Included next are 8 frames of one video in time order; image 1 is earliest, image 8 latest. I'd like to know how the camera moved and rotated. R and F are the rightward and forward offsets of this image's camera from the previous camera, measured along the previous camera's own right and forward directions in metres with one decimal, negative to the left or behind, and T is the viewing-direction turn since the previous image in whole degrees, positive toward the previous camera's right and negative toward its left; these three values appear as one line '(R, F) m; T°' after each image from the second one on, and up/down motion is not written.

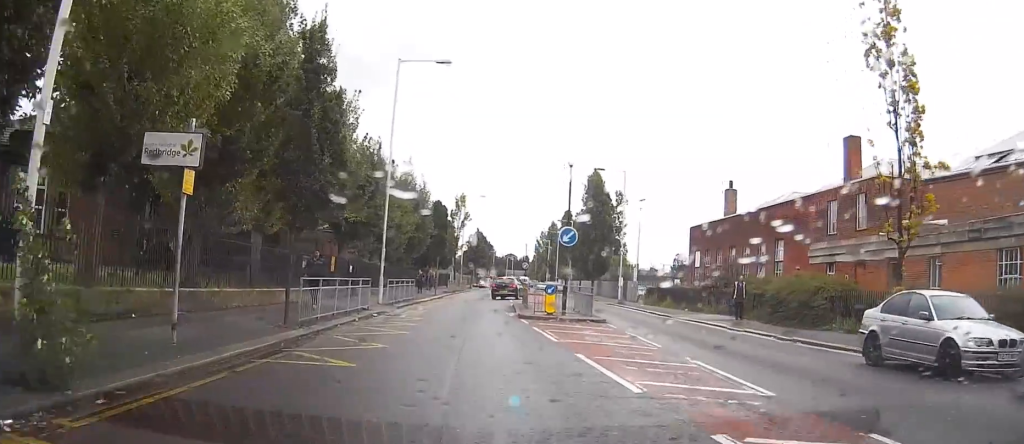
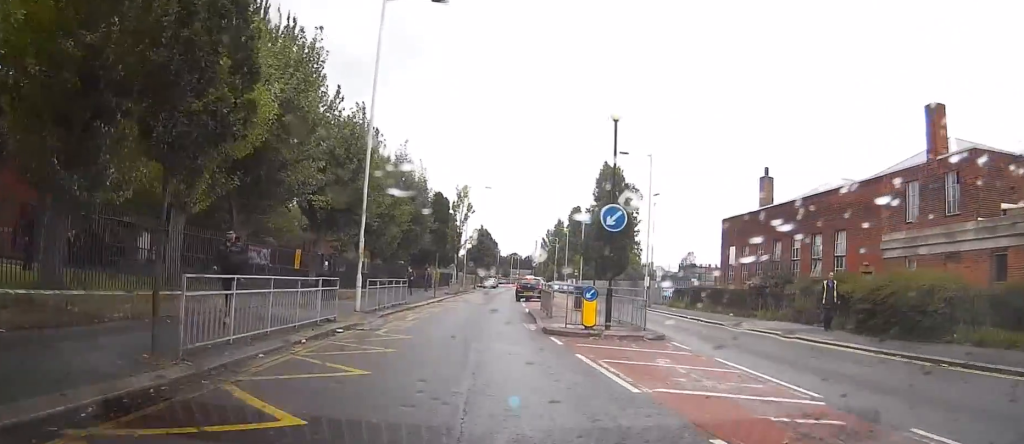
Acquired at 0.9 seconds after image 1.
(-0.1, +7.9) m; -1°
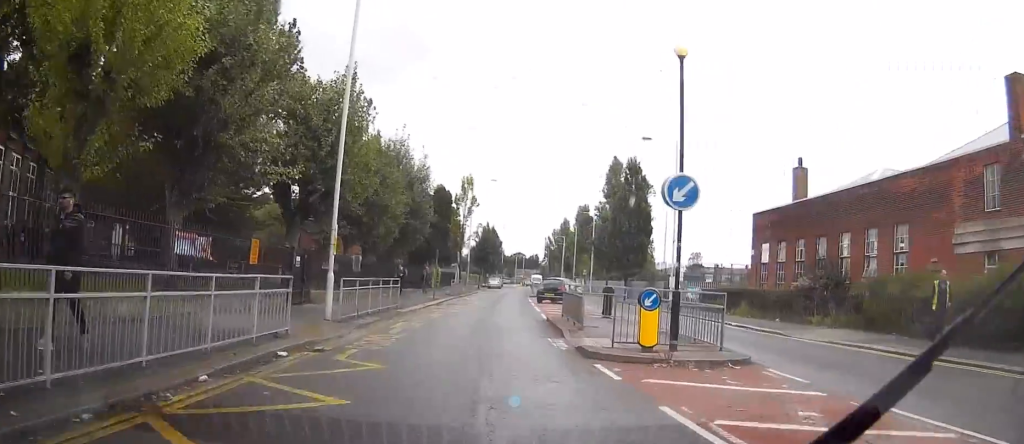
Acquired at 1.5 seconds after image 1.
(-0.1, +5.9) m; -1°
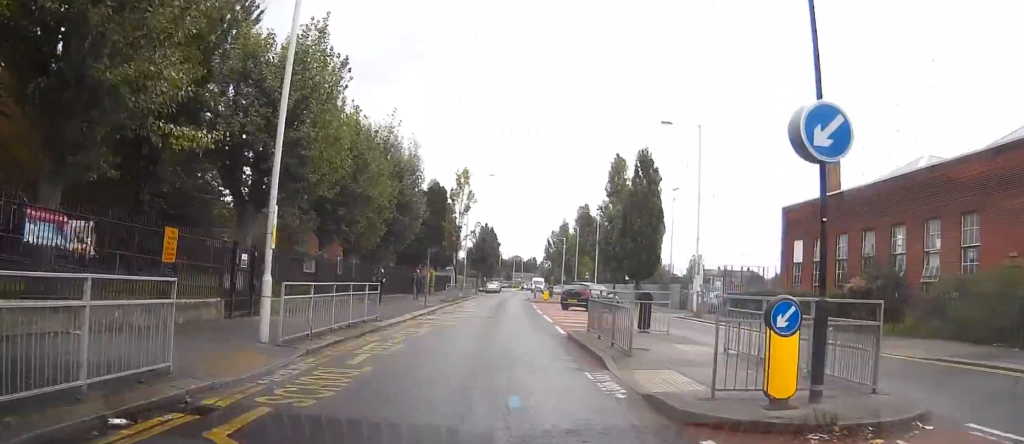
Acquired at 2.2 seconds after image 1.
(0.0, +5.6) m; +1°
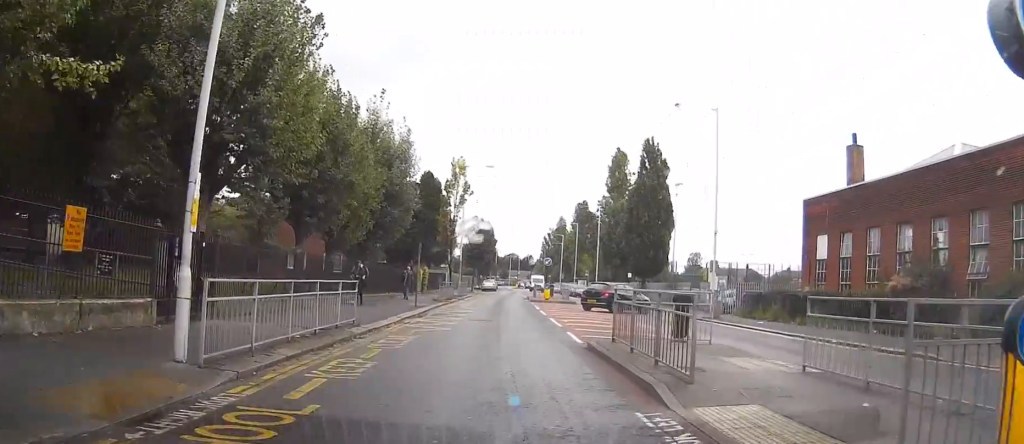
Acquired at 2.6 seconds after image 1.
(0.0, +3.8) m; 0°
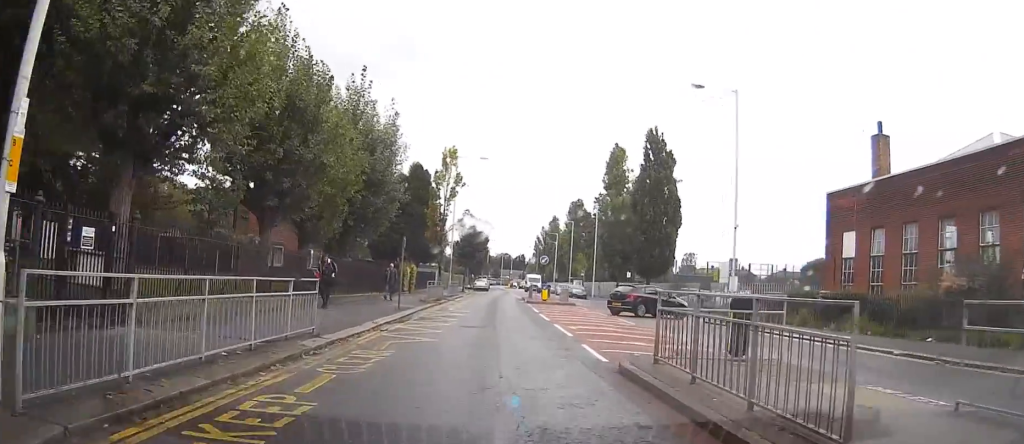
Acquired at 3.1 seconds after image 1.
(+0.1, +4.1) m; 0°
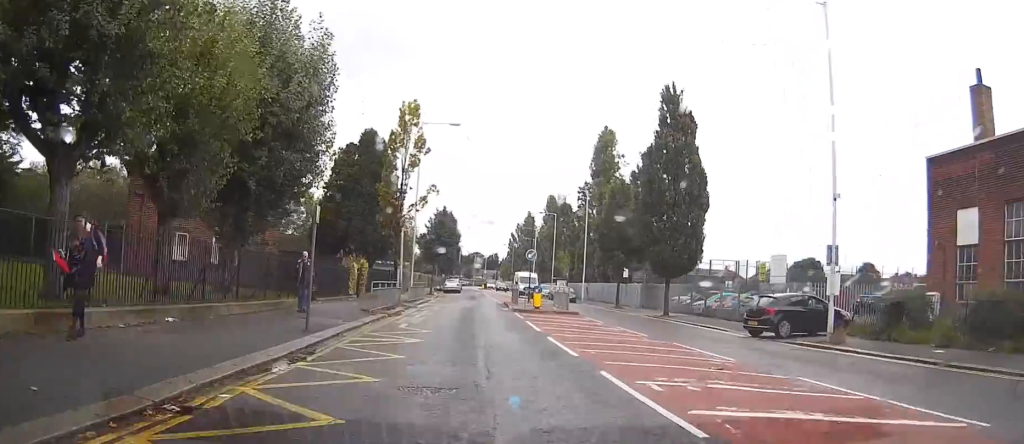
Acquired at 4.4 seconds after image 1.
(0.0, +12.0) m; +2°
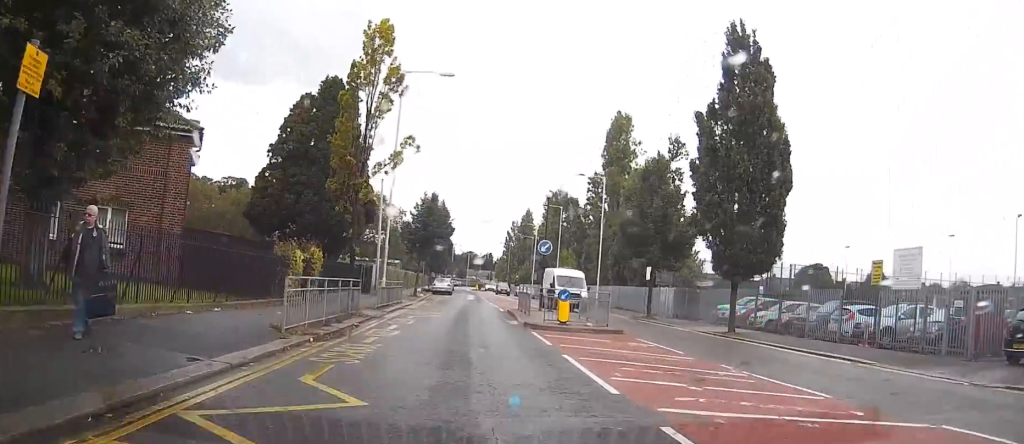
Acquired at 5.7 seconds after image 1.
(+0.4, +11.8) m; +2°
